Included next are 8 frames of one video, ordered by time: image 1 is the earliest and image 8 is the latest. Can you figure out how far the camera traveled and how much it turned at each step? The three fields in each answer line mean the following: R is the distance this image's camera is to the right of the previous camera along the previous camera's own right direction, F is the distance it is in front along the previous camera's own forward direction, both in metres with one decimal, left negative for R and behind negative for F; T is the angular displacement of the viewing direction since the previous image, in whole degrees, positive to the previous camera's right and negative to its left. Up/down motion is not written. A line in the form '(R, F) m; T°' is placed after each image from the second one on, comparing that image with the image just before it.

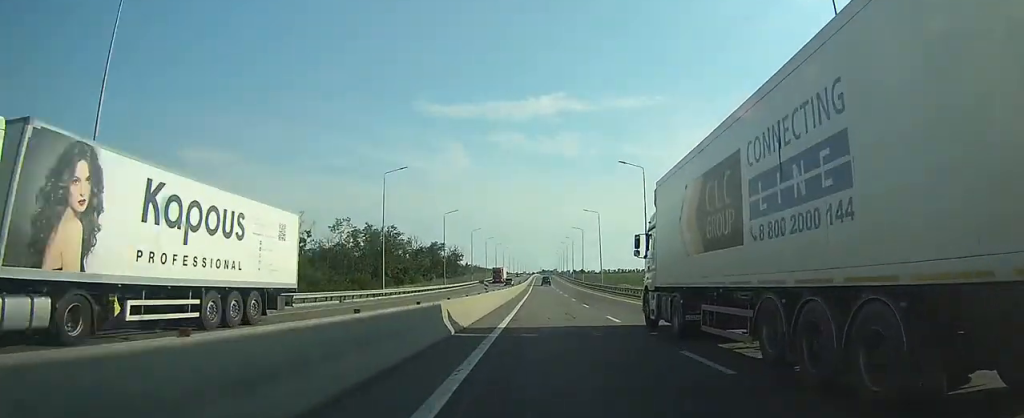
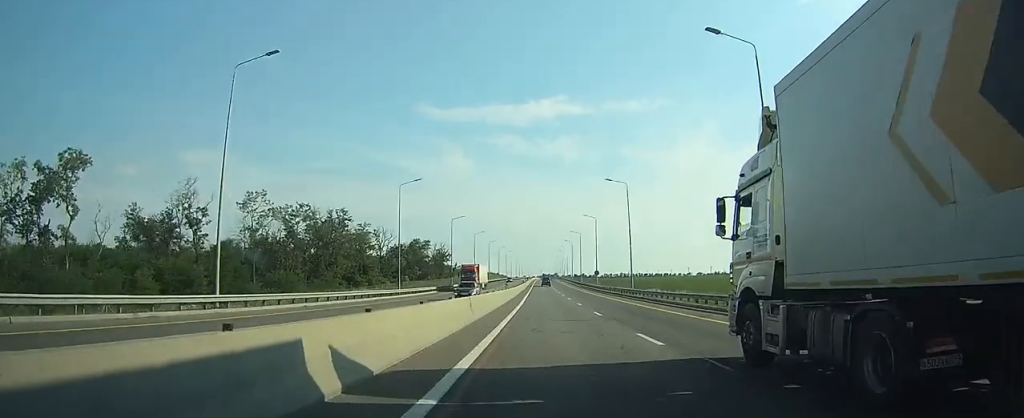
(+0.1, +31.6) m; 0°
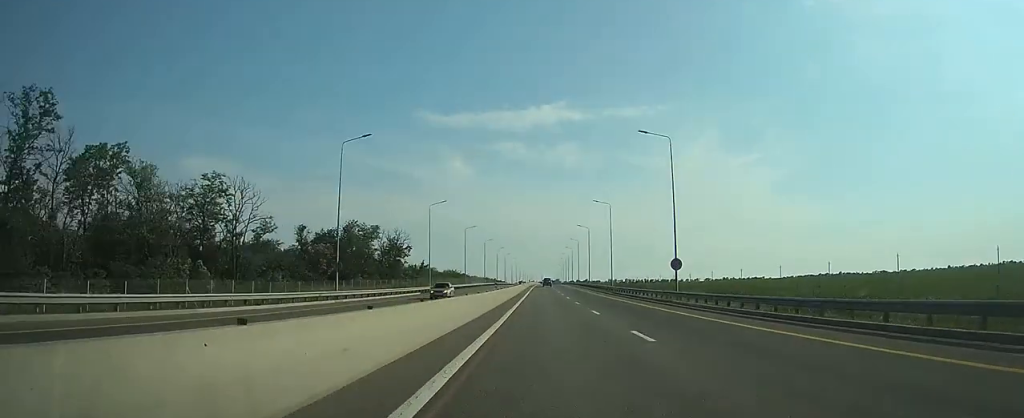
(-0.2, +60.1) m; 0°
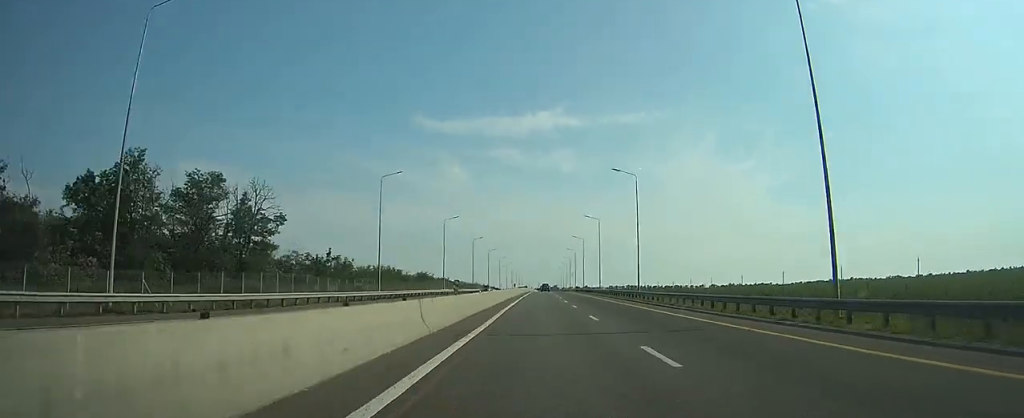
(+0.1, +64.2) m; 0°
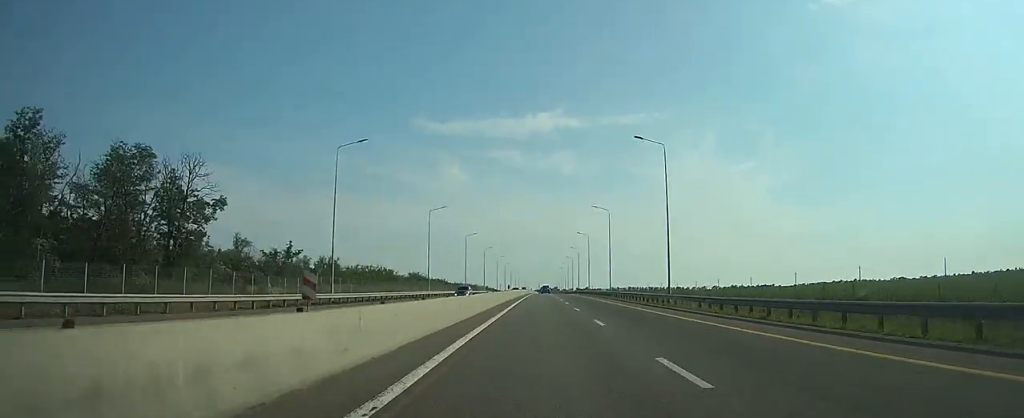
(0.0, +13.6) m; 0°
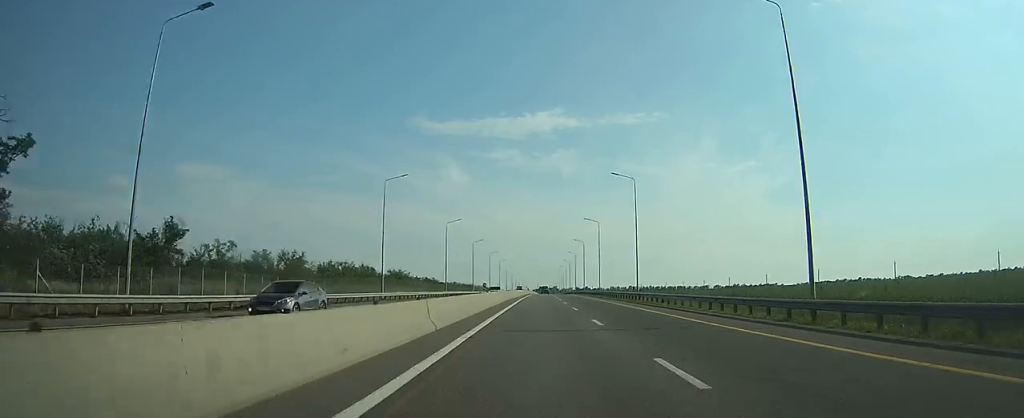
(0.0, +24.2) m; 0°
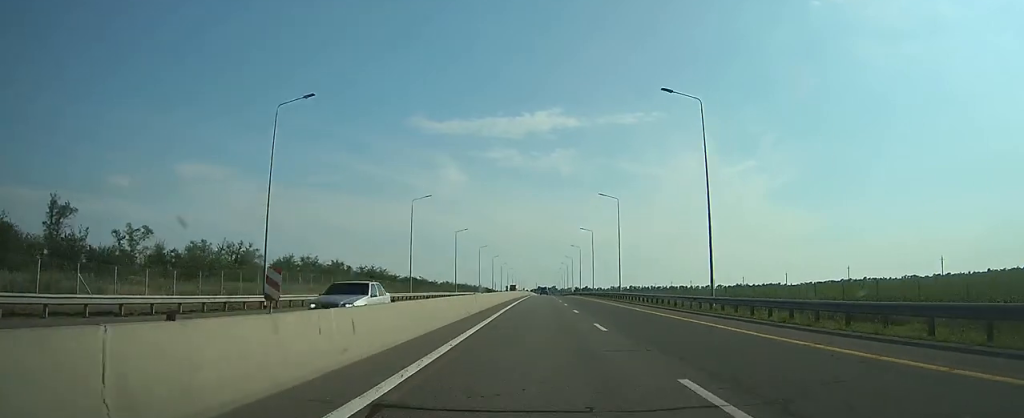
(0.0, +26.3) m; 0°
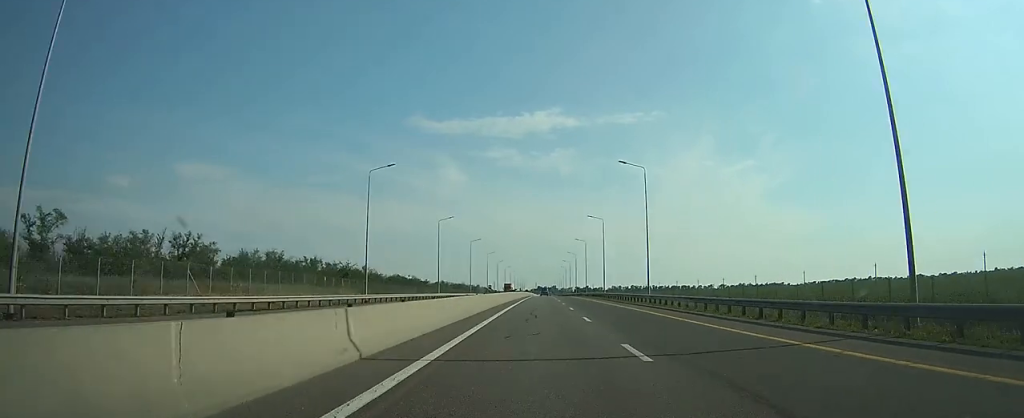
(0.0, +18.9) m; 0°
